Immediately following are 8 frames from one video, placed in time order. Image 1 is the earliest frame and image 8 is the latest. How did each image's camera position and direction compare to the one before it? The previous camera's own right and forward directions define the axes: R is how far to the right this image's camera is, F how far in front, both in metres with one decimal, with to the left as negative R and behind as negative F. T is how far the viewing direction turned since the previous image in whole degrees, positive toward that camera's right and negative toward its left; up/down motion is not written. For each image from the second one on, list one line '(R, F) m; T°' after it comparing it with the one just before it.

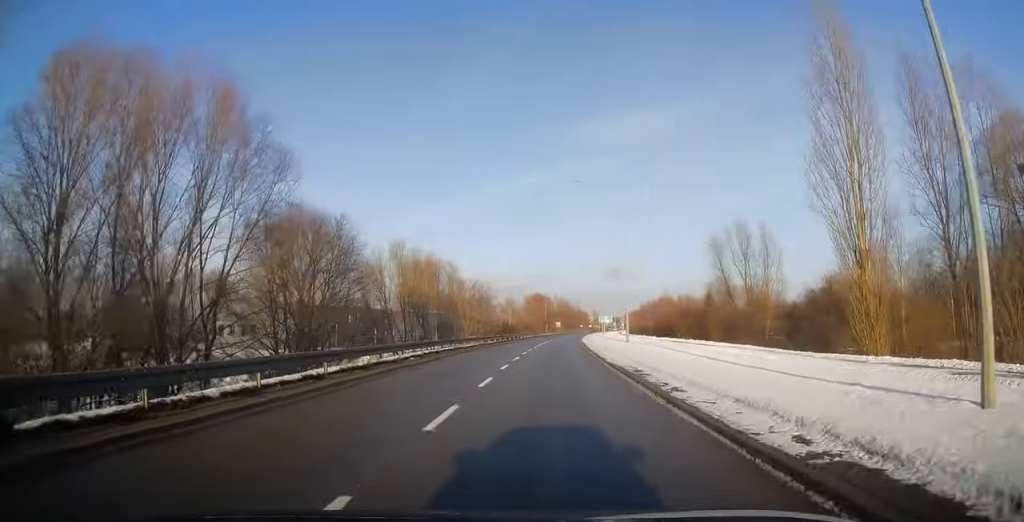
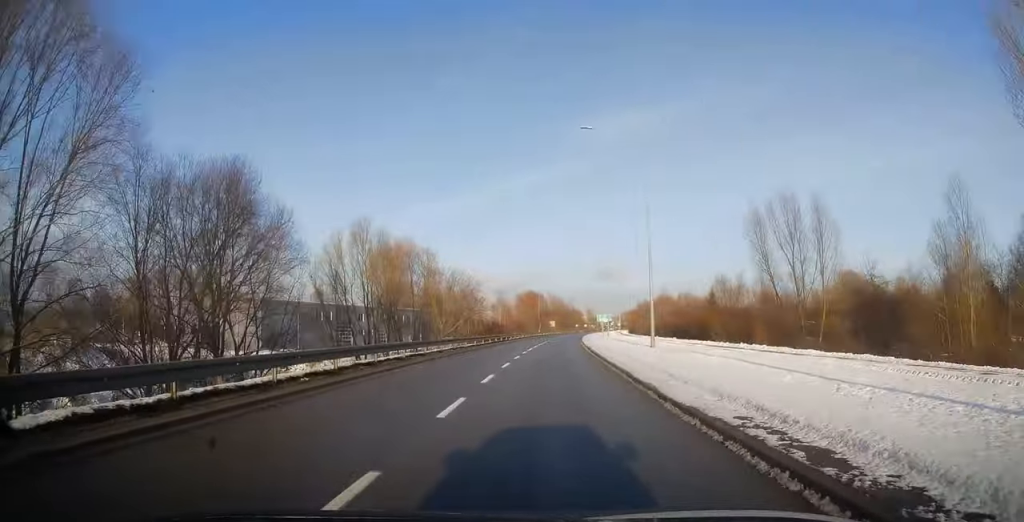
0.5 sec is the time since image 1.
(+0.1, +11.1) m; +1°
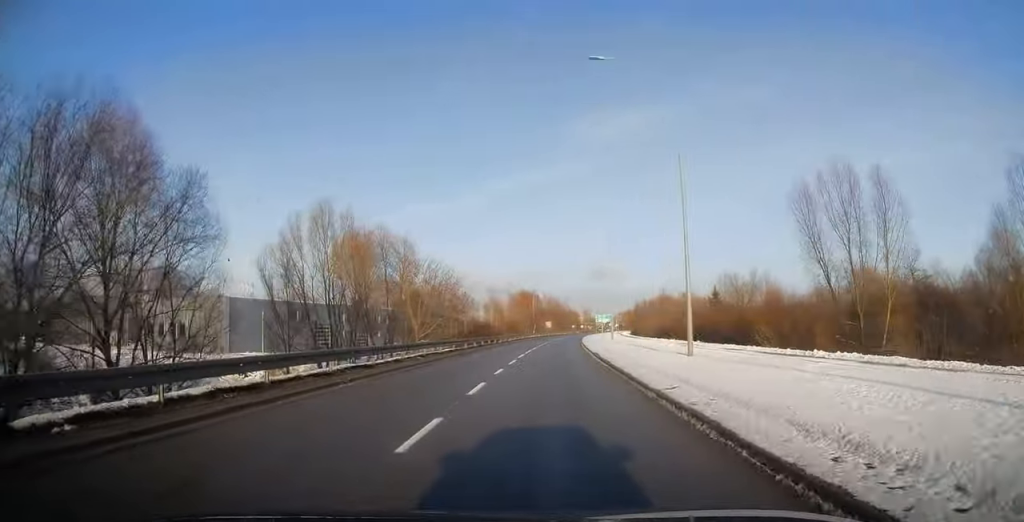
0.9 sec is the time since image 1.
(+0.1, +8.3) m; +1°
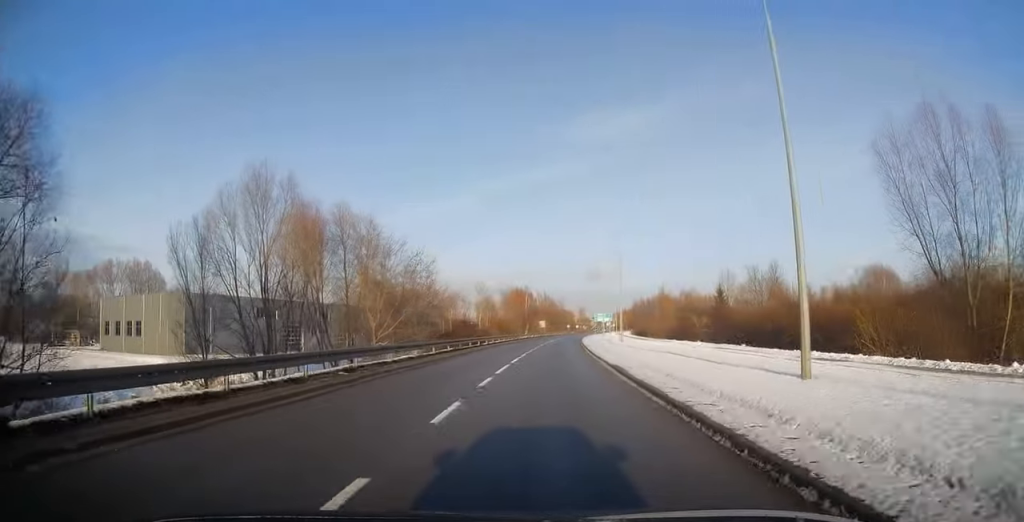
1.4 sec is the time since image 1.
(+0.1, +9.7) m; +1°
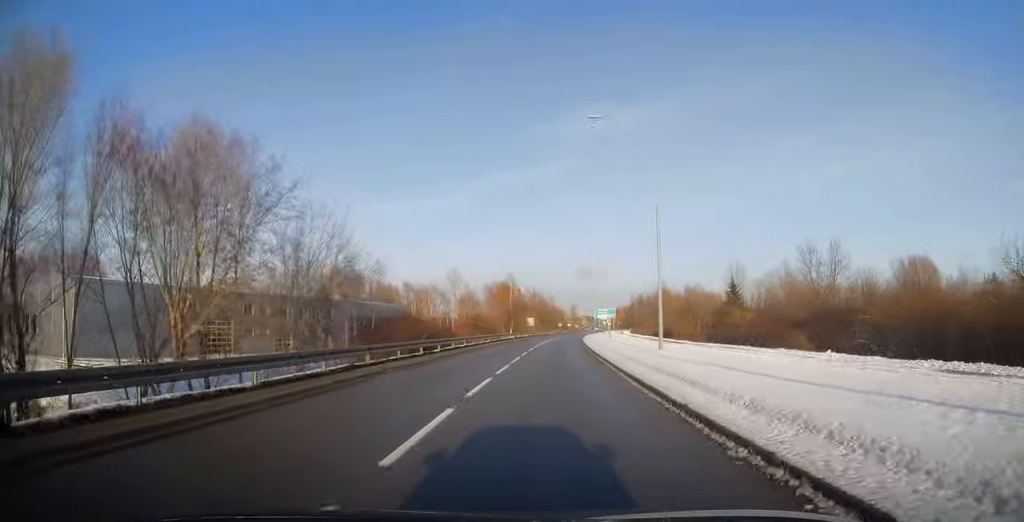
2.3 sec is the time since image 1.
(+0.1, +18.7) m; +1°
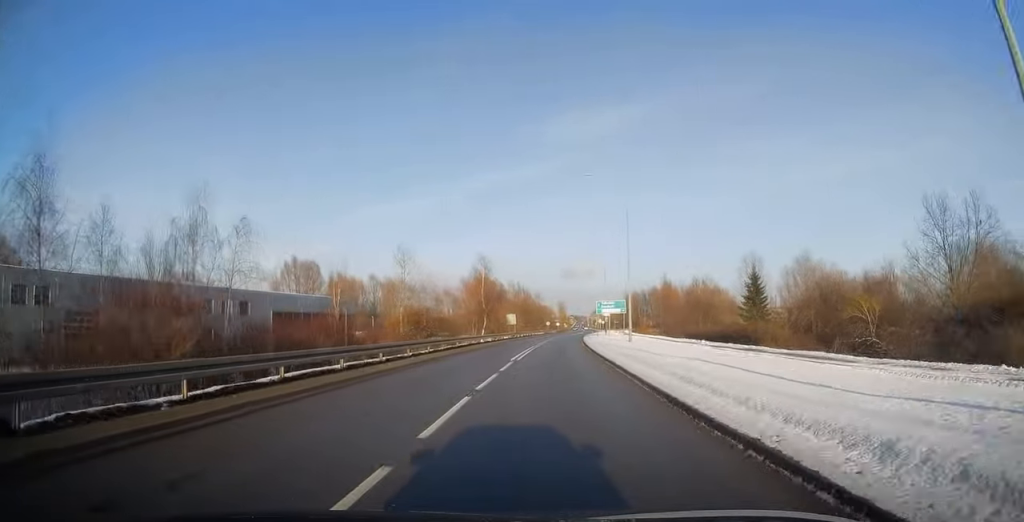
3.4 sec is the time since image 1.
(+0.2, +22.6) m; +1°
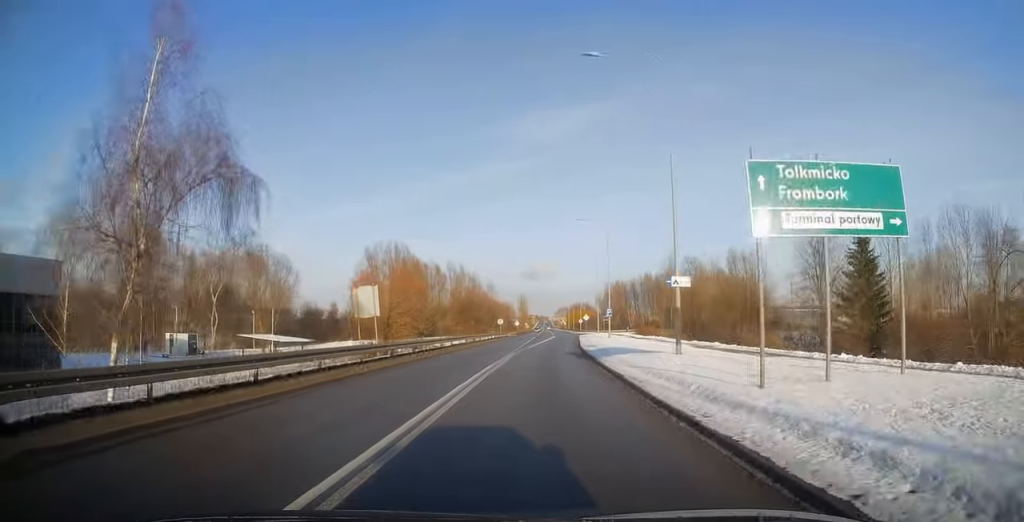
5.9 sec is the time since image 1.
(+2.1, +52.4) m; +5°
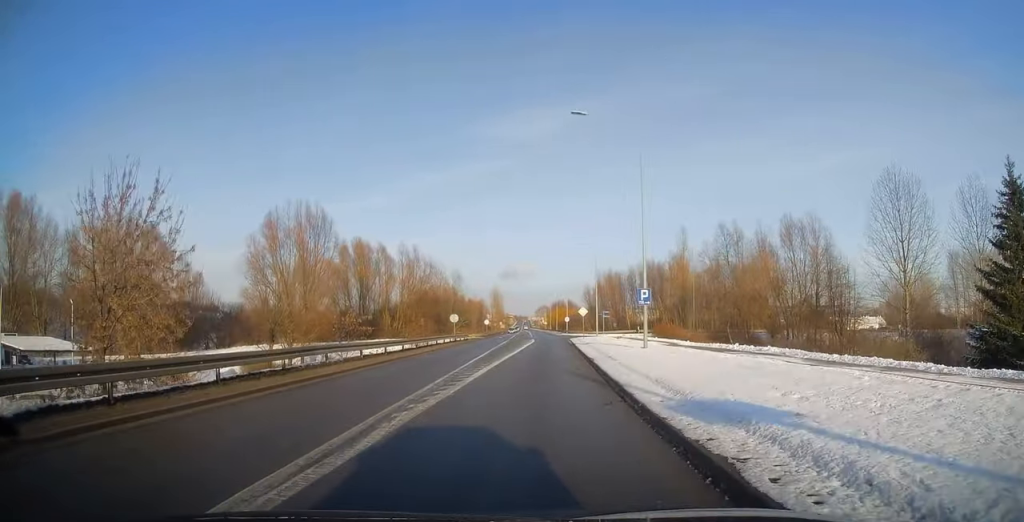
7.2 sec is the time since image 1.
(+0.4, +28.0) m; +1°
